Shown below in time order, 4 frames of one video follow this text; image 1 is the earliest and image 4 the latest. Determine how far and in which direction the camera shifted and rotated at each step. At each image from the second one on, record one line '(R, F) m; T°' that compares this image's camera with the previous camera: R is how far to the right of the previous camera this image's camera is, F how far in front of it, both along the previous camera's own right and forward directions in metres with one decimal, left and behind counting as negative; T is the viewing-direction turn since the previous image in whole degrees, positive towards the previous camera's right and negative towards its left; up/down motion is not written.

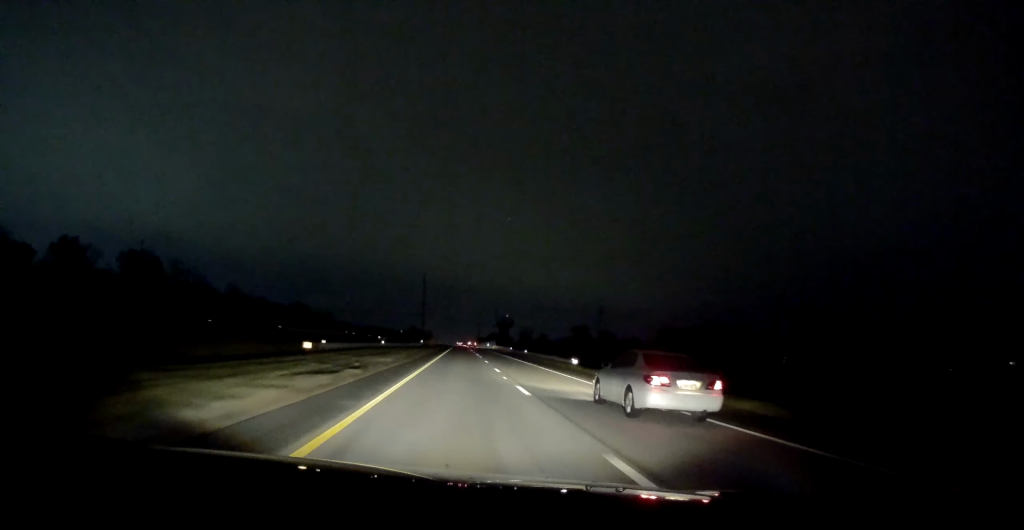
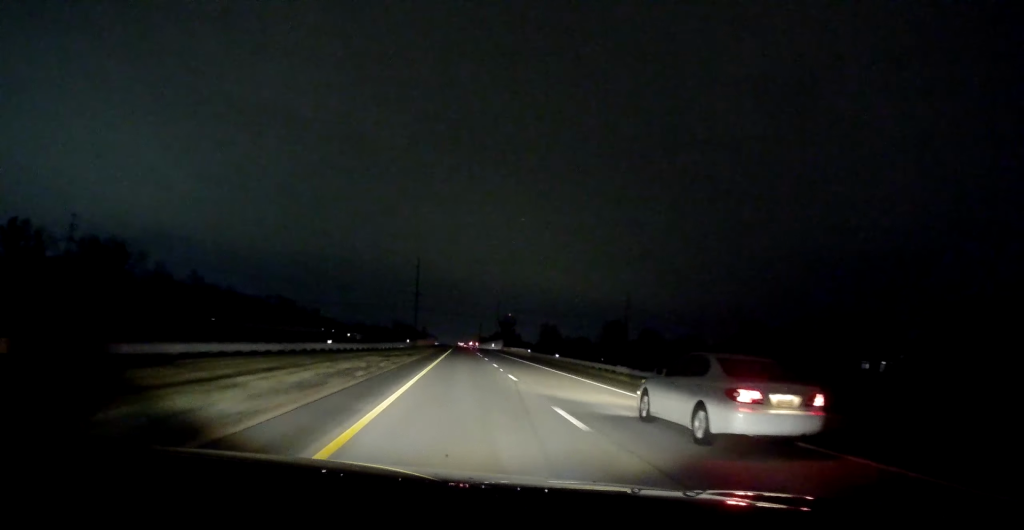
(-0.4, +29.8) m; 0°
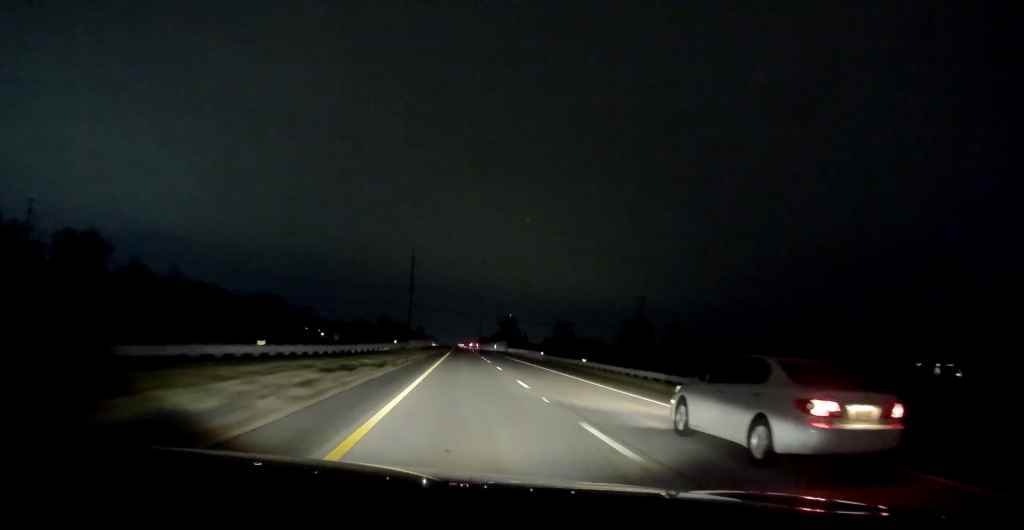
(+0.2, +14.4) m; 0°
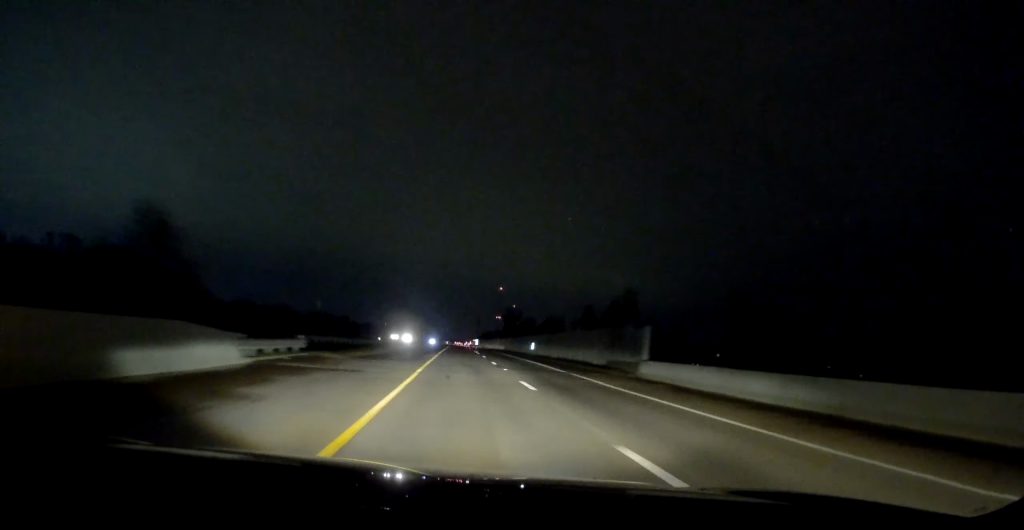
(-0.3, +112.6) m; 0°
